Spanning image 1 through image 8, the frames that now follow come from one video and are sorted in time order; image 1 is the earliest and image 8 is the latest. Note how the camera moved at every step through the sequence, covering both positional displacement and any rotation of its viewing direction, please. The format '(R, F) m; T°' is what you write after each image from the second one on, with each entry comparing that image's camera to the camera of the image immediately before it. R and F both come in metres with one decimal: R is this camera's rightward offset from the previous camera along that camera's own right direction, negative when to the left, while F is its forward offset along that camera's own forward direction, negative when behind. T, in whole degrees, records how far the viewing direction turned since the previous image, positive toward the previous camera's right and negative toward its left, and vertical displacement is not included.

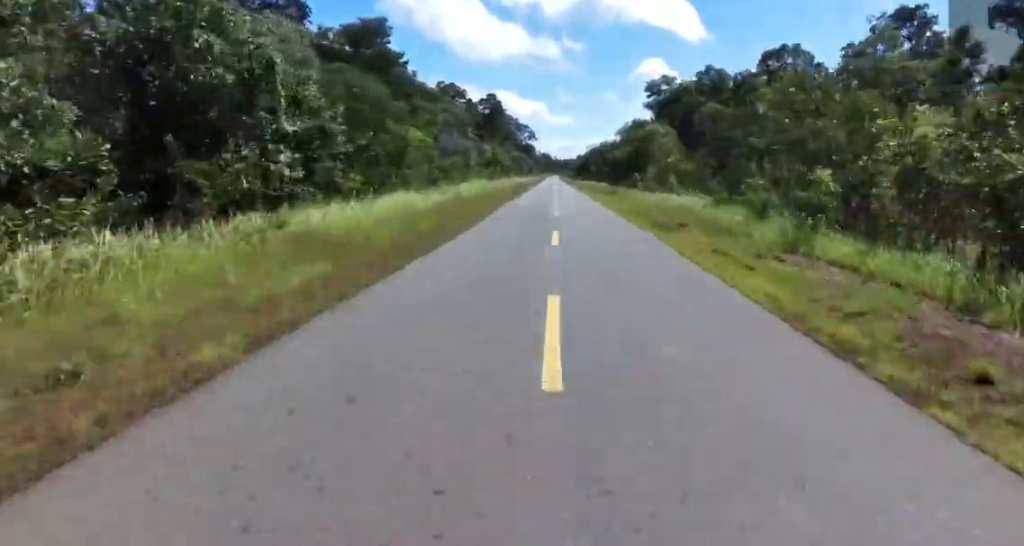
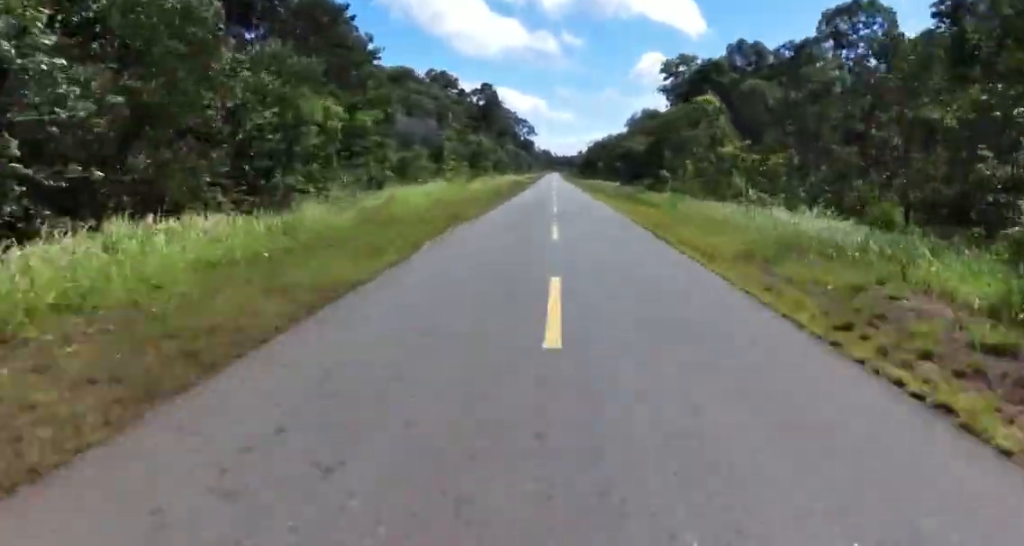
(-0.2, +16.1) m; +1°
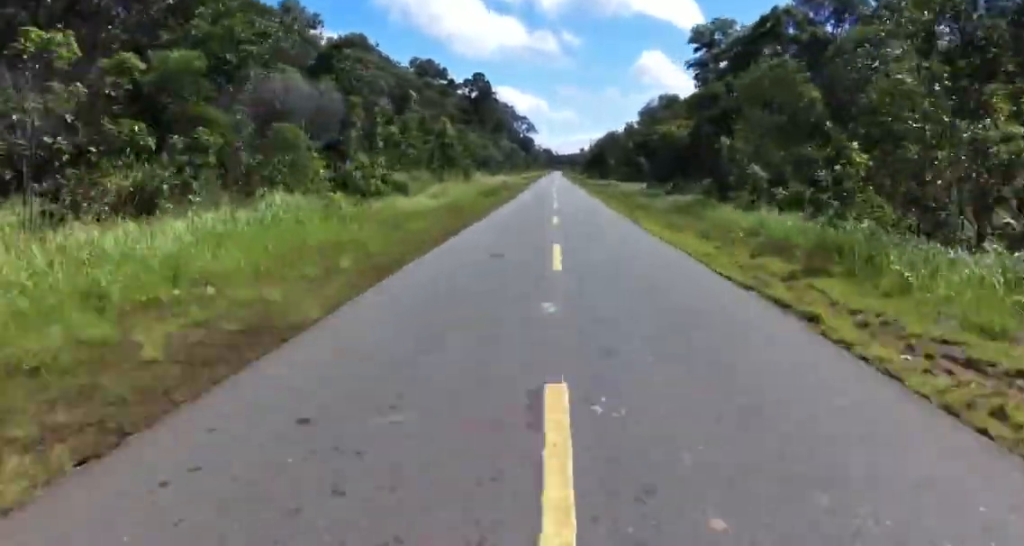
(+0.8, +21.0) m; 0°
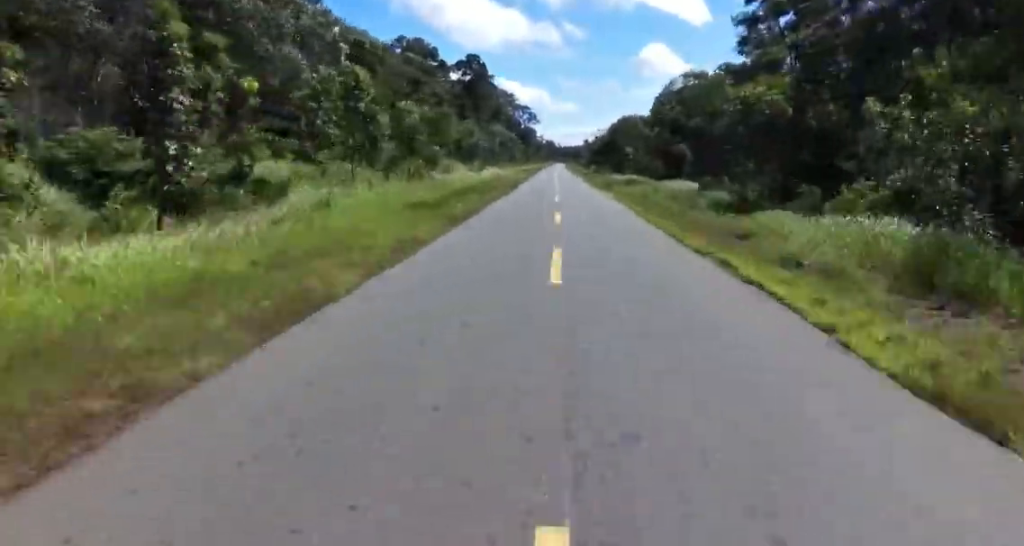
(-0.1, +18.2) m; -1°
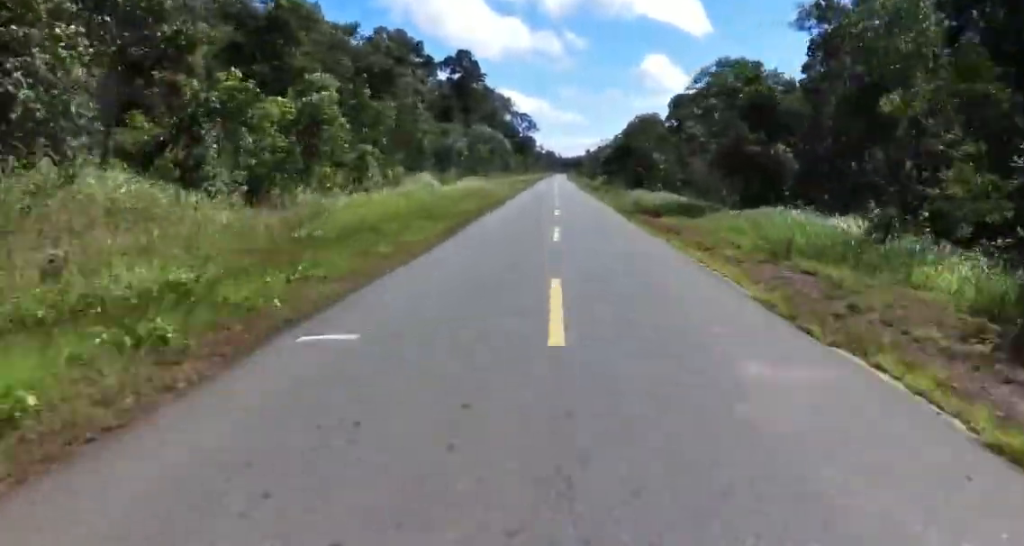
(-0.6, +17.4) m; -2°
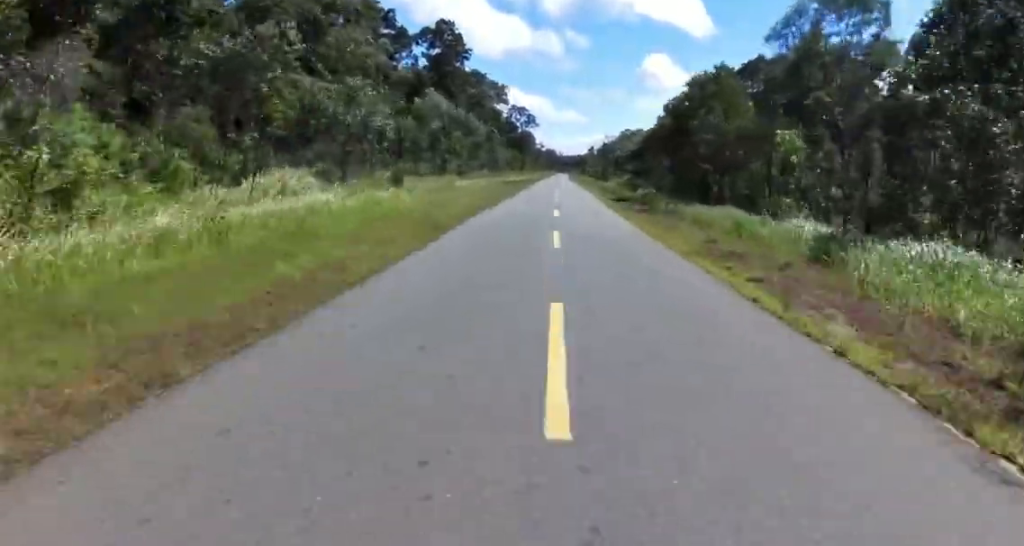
(0.0, +26.1) m; +1°
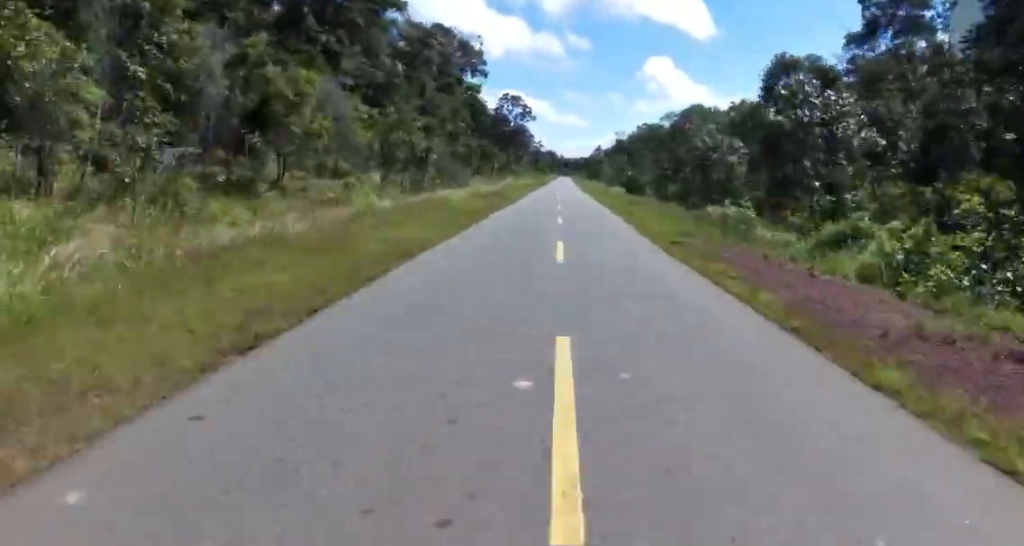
(+1.5, +58.4) m; +2°
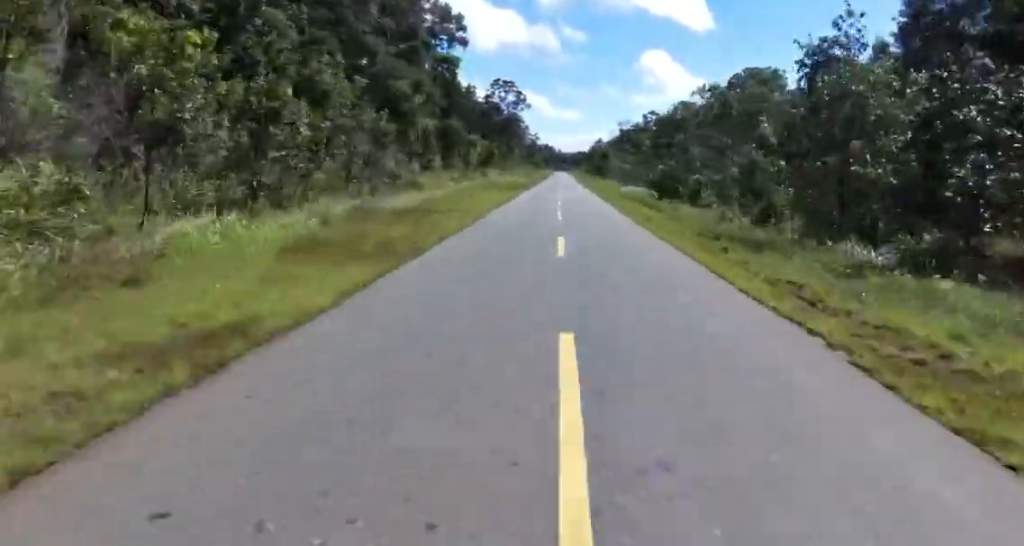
(-0.1, +24.6) m; 0°
